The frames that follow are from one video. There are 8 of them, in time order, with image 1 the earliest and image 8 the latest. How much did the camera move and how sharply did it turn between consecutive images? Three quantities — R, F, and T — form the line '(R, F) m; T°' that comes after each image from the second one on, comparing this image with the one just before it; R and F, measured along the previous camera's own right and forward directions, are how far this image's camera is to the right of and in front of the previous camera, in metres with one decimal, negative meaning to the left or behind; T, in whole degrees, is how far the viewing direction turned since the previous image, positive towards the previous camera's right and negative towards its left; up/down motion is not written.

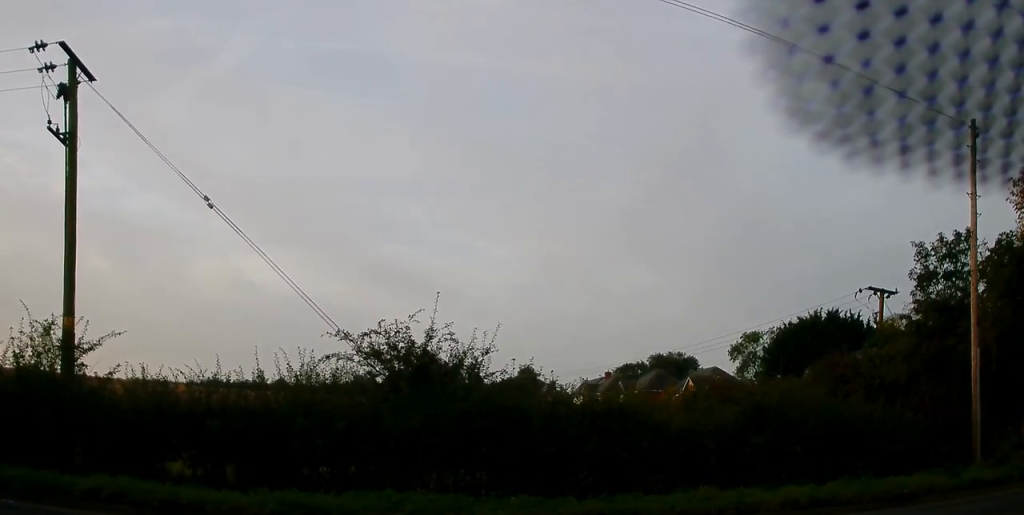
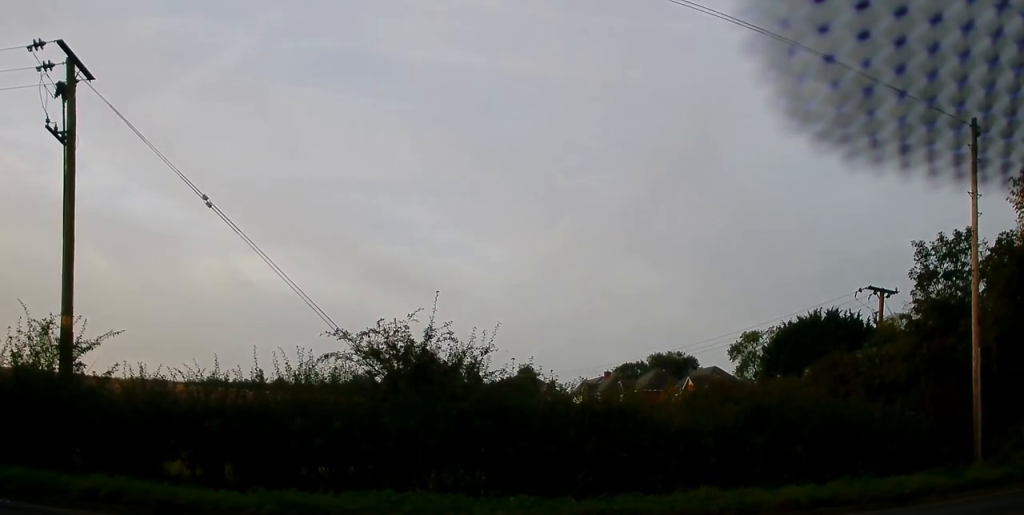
(0.0, 0.0) m; 0°
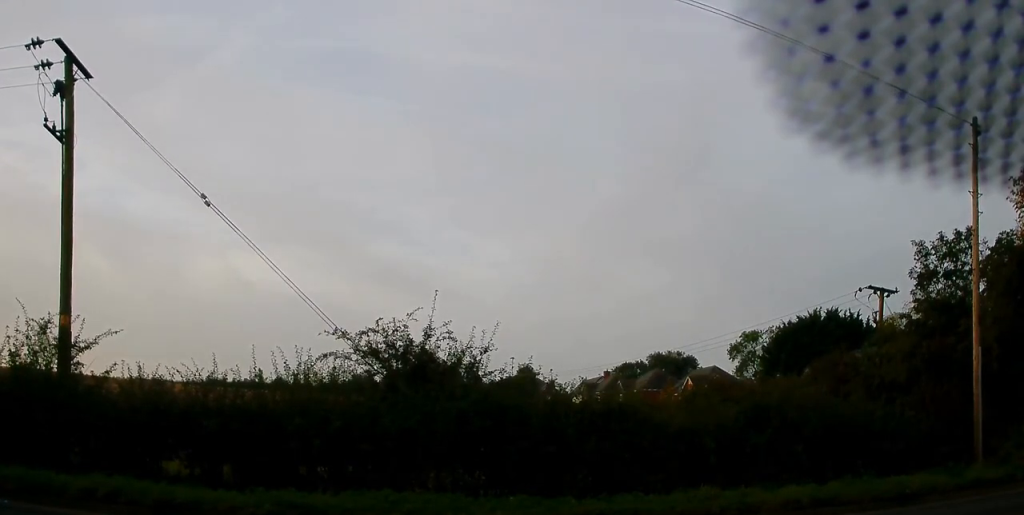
(0.0, 0.0) m; 0°
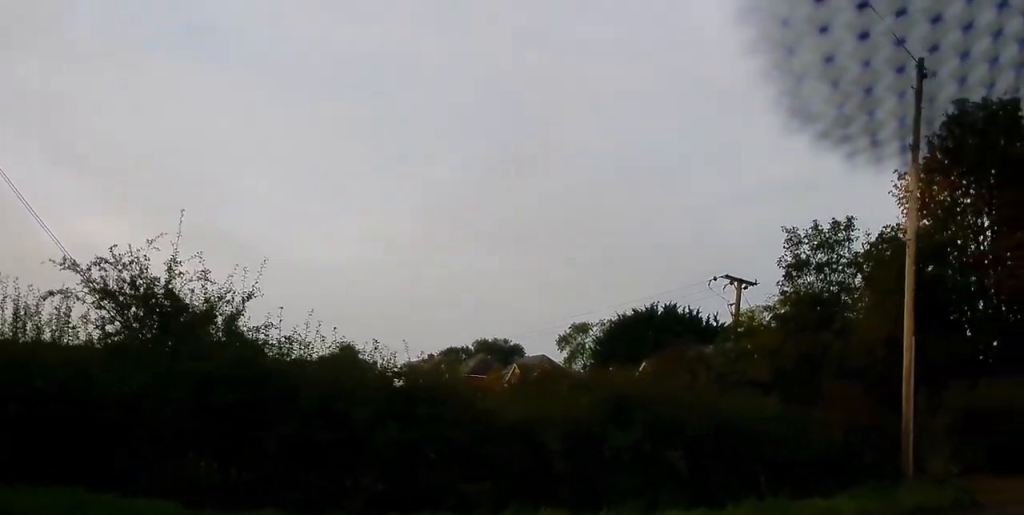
(0.0, +2.3) m; +5°
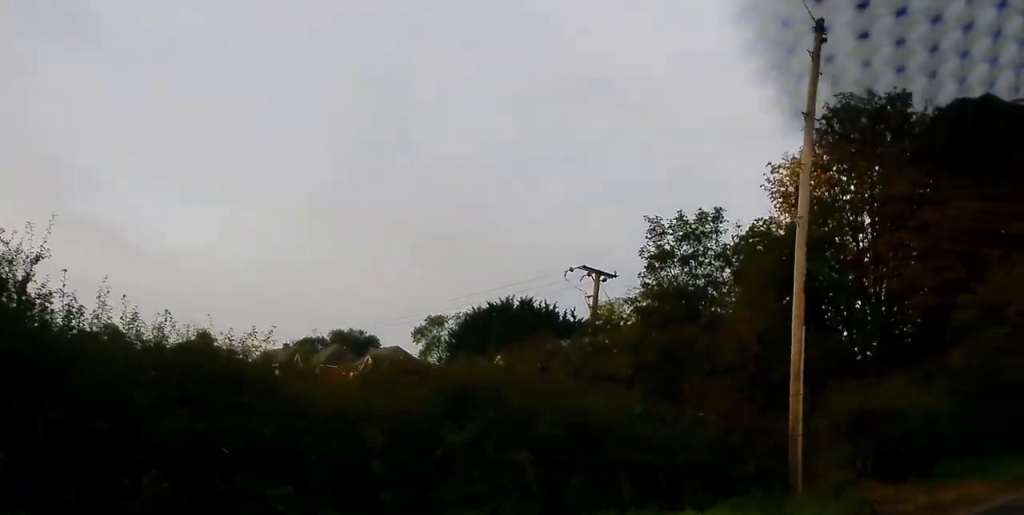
(-0.1, +1.2) m; +6°
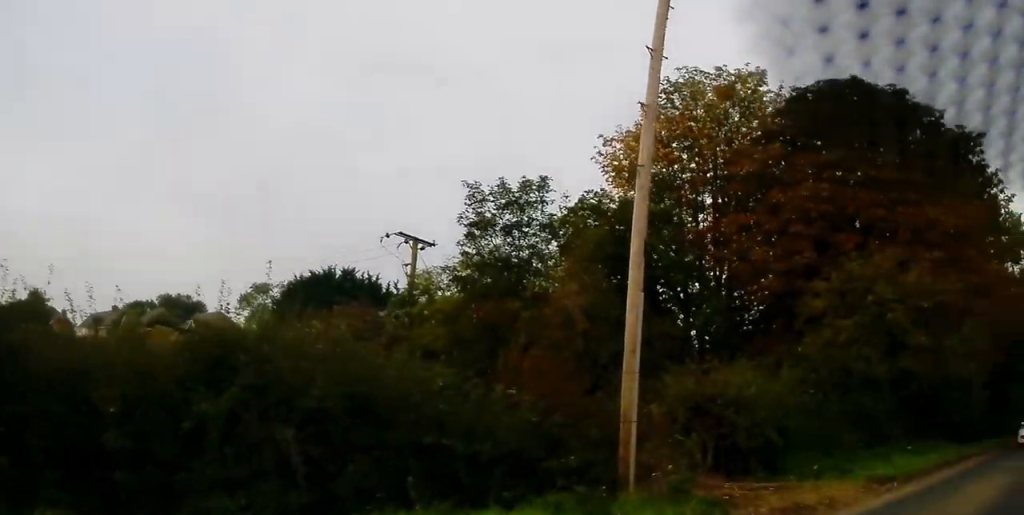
(+0.1, +1.5) m; +7°
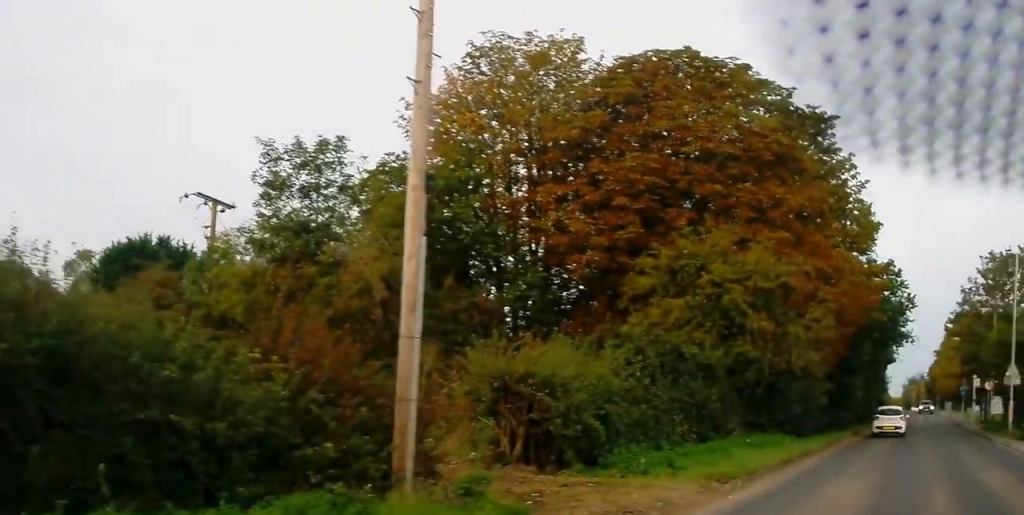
(+0.1, +1.8) m; +8°
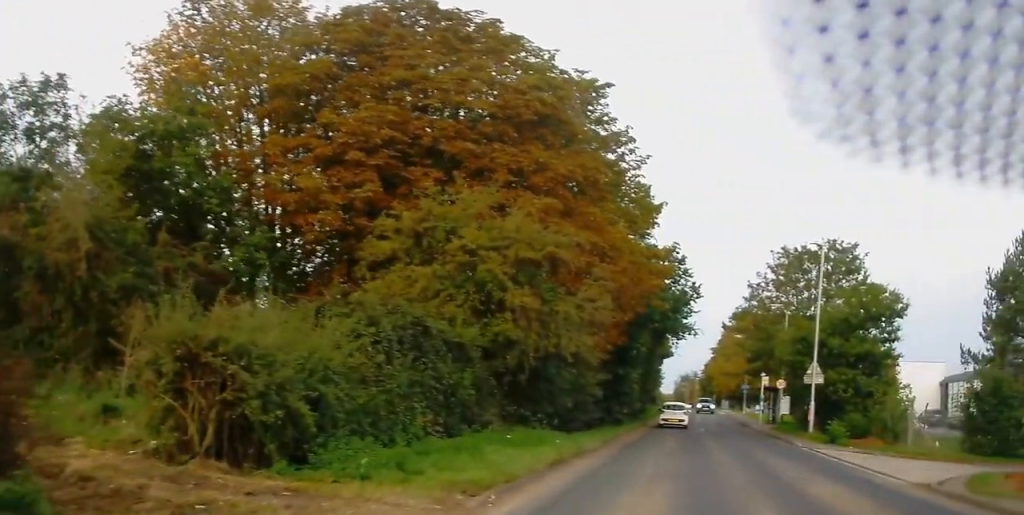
(+0.4, +3.0) m; +11°
